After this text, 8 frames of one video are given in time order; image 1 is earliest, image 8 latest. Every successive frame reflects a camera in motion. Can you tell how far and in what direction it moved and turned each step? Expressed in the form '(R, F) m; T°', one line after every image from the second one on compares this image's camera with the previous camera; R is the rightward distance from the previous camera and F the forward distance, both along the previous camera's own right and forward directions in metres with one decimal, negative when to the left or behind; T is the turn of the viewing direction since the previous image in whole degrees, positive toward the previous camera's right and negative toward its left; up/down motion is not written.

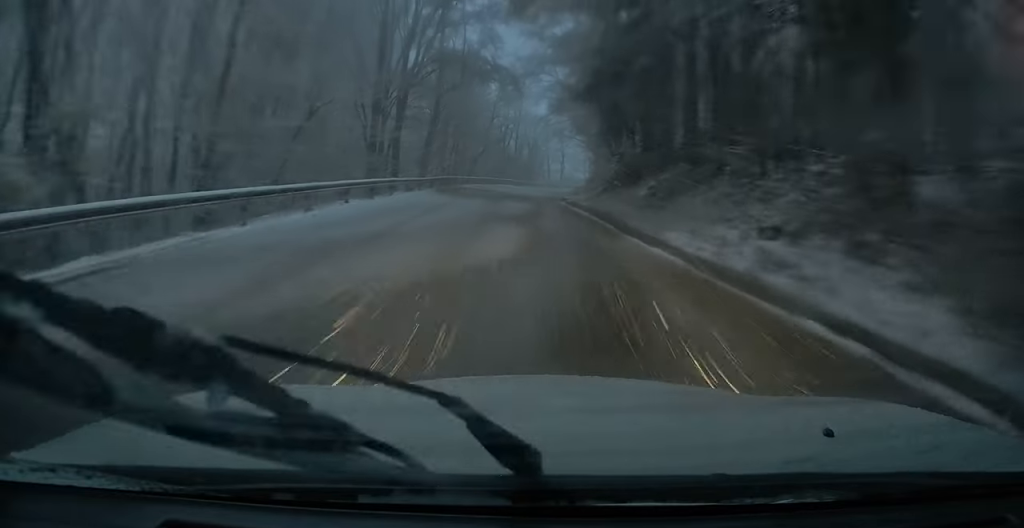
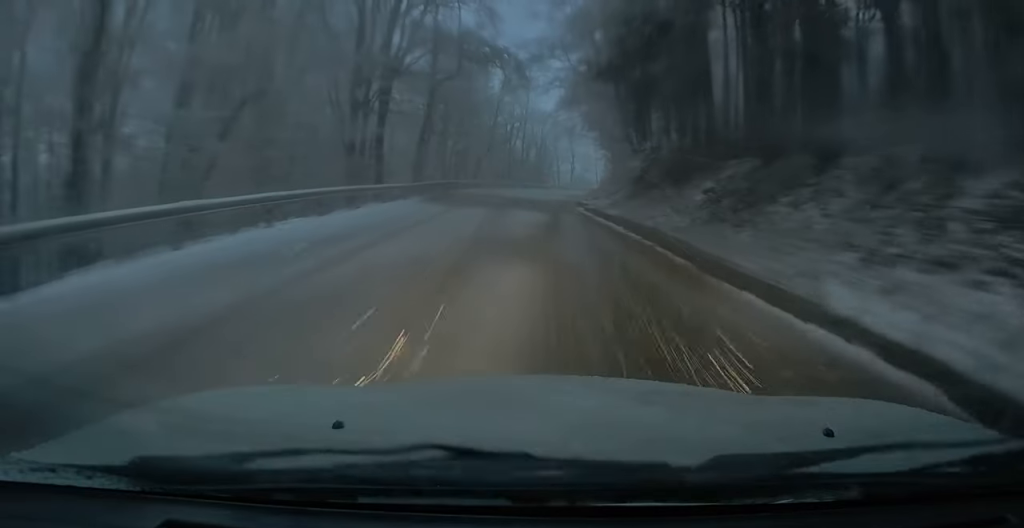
(-0.1, +5.7) m; 0°
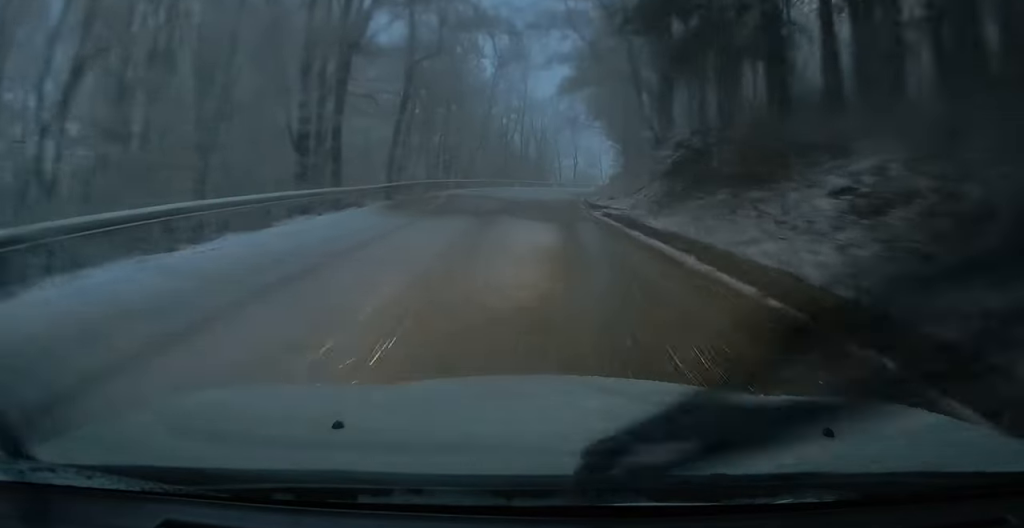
(+0.1, +6.4) m; +2°
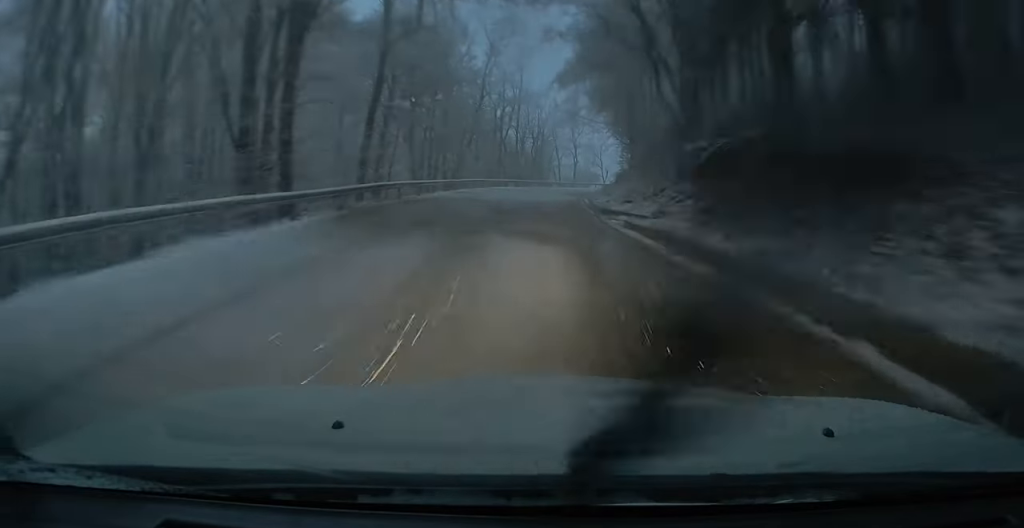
(-0.1, +4.7) m; +1°
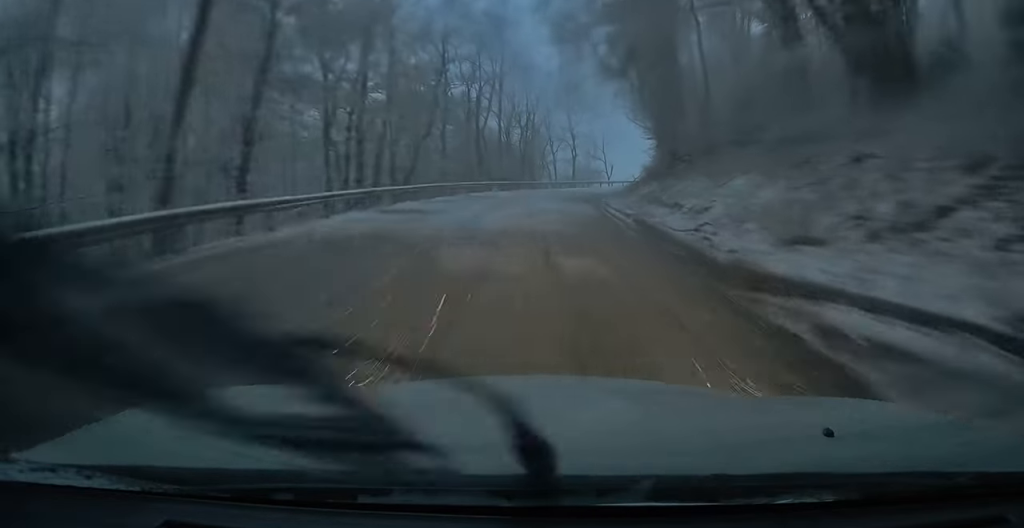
(+0.7, +16.4) m; +3°
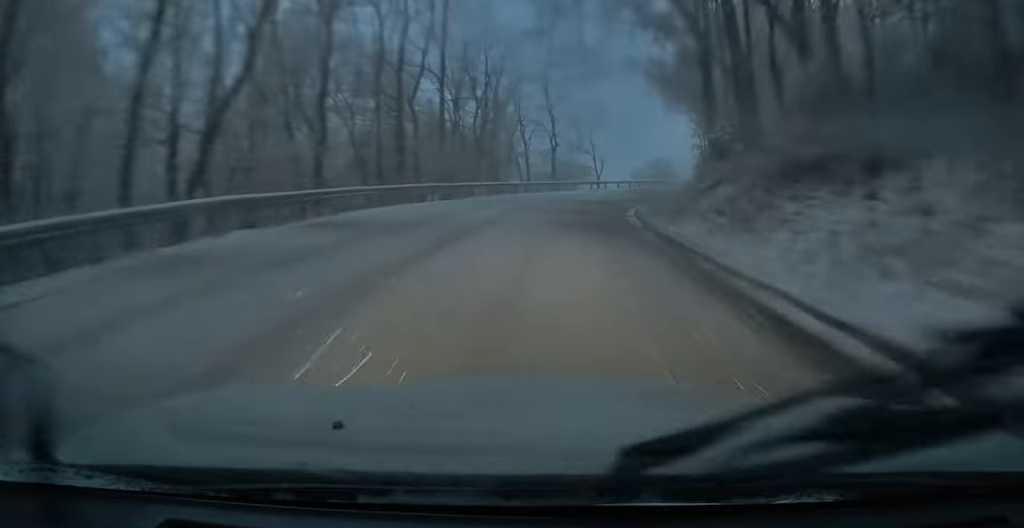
(+0.3, +22.0) m; +1°
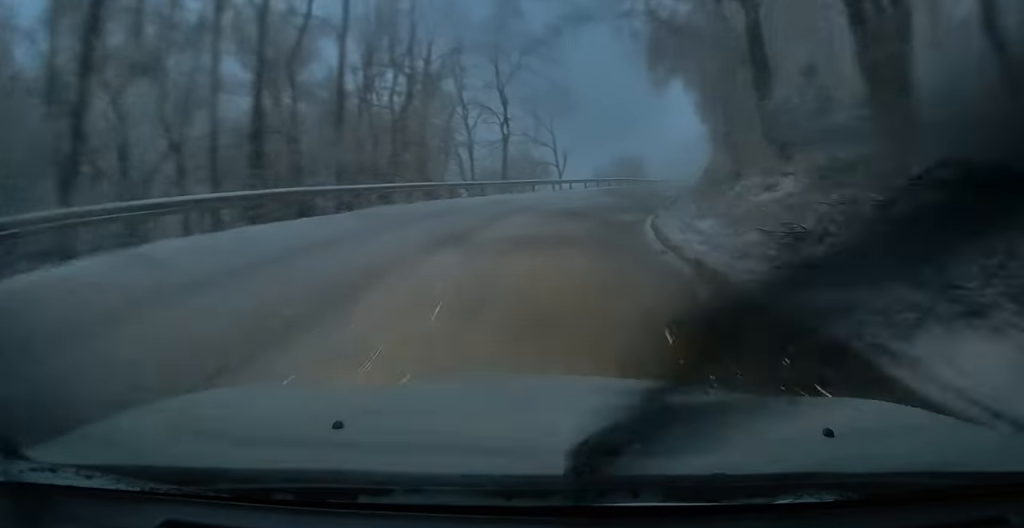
(0.0, +11.2) m; 0°
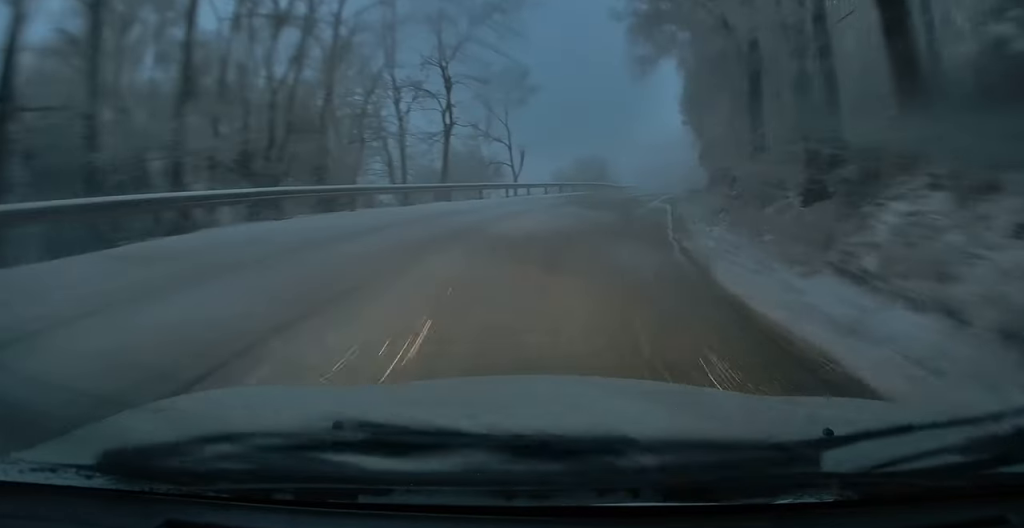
(0.0, +8.6) m; 0°
